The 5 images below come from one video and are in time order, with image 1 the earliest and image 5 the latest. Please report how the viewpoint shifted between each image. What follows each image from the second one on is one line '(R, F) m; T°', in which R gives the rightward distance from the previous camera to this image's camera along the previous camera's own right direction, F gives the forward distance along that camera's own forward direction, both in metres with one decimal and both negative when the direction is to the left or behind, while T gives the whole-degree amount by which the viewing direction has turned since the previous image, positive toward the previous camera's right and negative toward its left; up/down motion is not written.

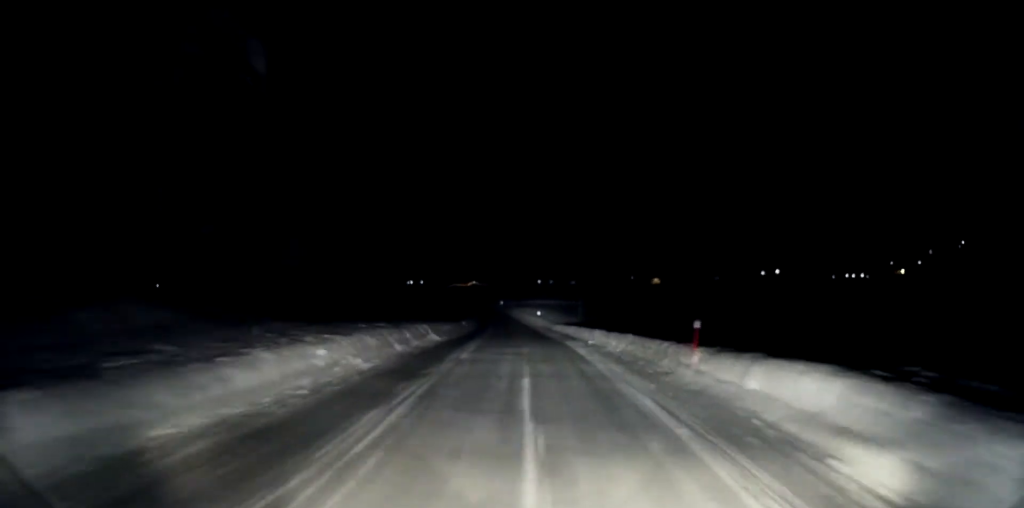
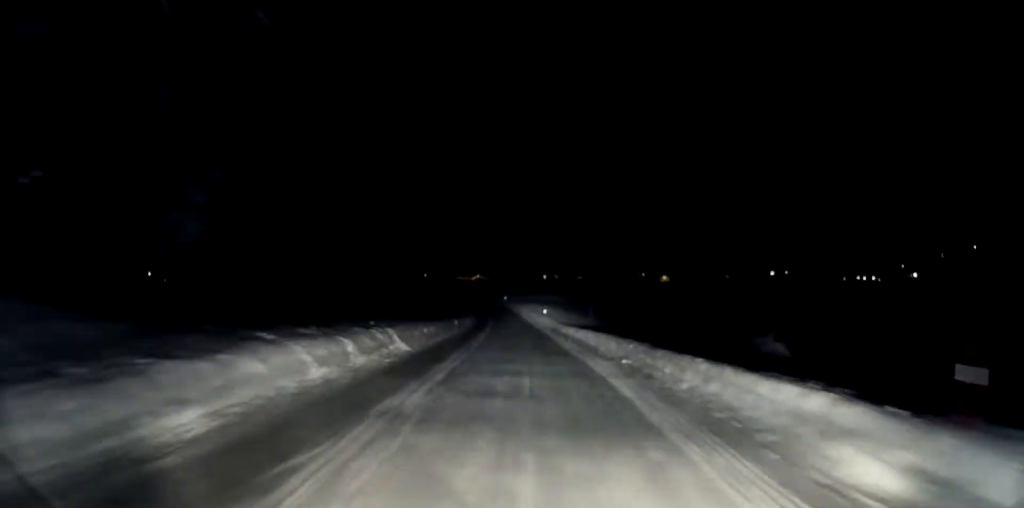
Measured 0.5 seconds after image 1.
(-0.1, +6.9) m; 0°
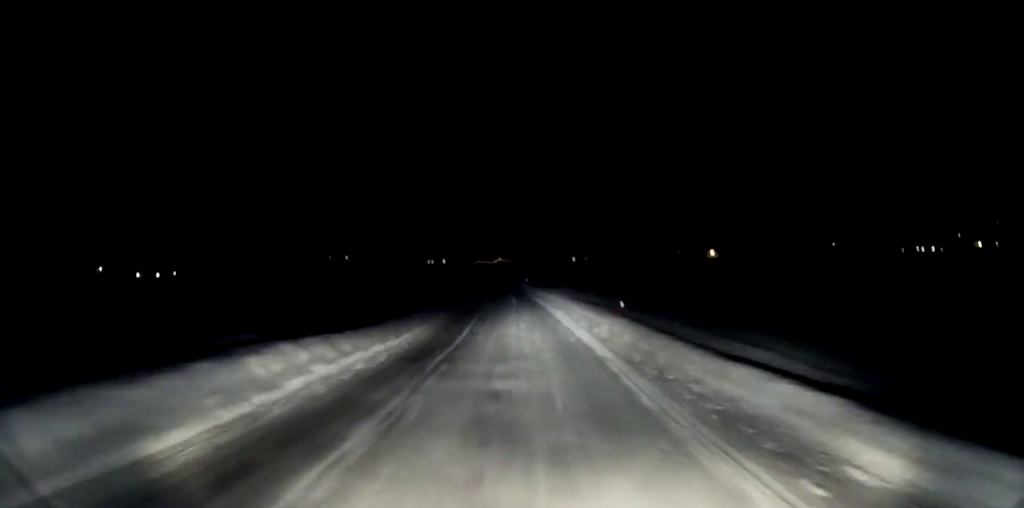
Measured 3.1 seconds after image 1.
(-0.4, +33.4) m; -2°
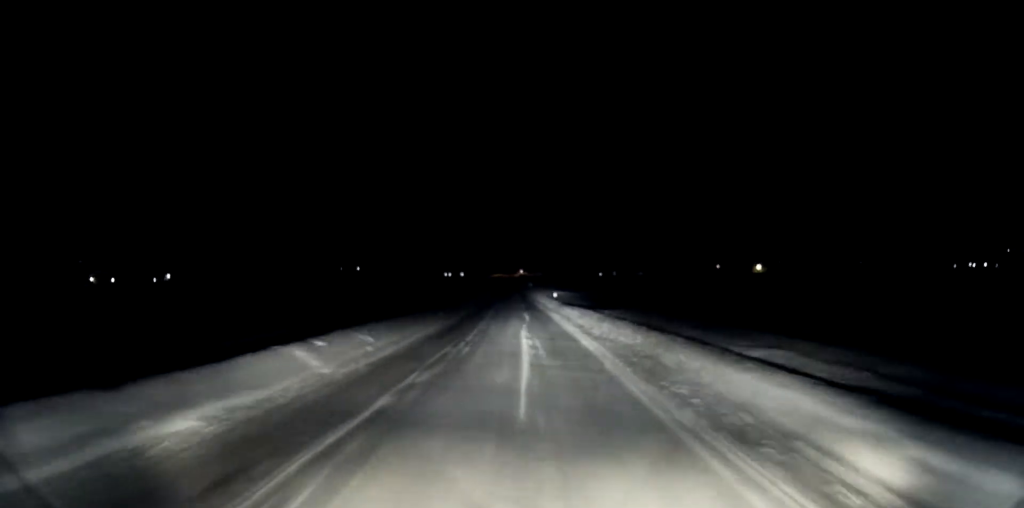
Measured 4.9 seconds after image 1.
(-1.0, +25.0) m; -4°
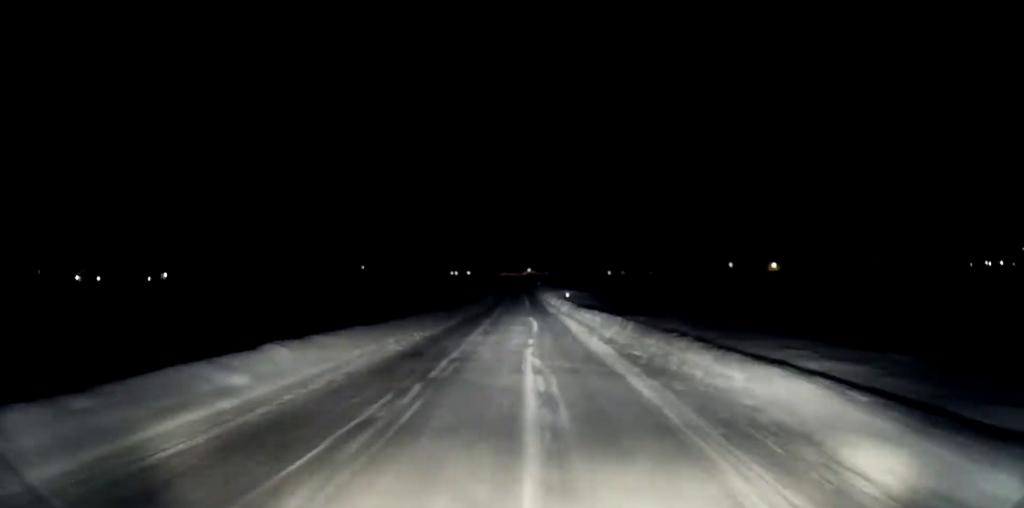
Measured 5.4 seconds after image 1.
(+0.1, +7.0) m; 0°
